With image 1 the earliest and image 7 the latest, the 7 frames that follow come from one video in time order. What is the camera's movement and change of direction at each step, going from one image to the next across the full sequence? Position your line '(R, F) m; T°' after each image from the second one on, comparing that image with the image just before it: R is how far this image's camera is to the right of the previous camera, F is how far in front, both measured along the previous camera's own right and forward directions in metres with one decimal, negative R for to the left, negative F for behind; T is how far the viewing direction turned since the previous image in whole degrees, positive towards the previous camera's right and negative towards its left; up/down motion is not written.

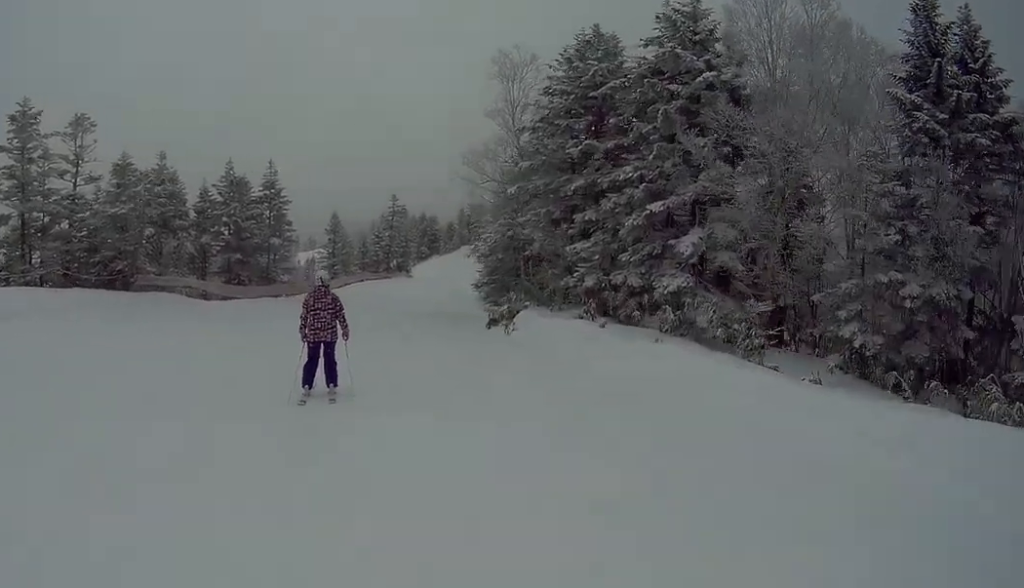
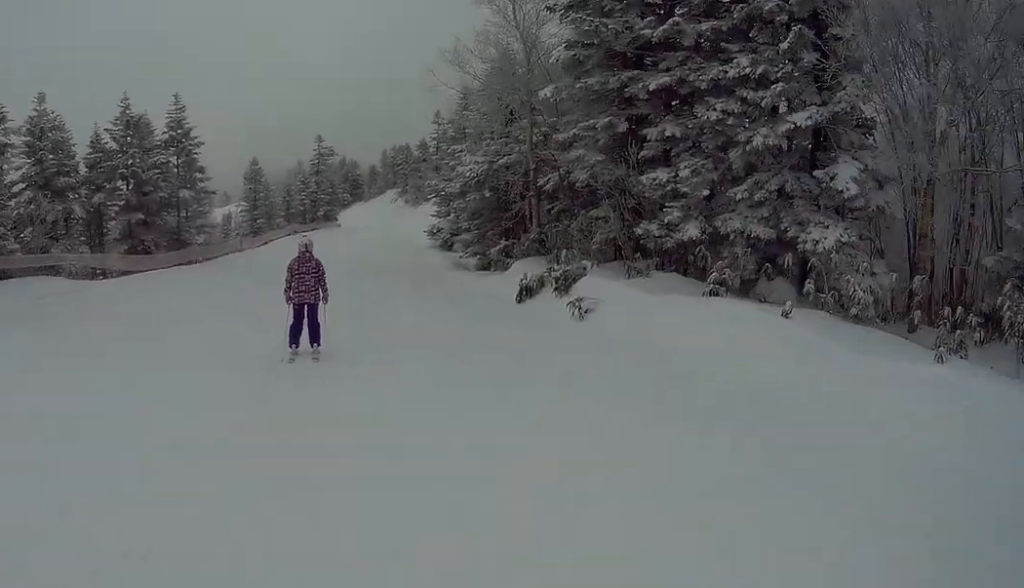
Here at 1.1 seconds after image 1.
(-0.2, +8.6) m; +4°
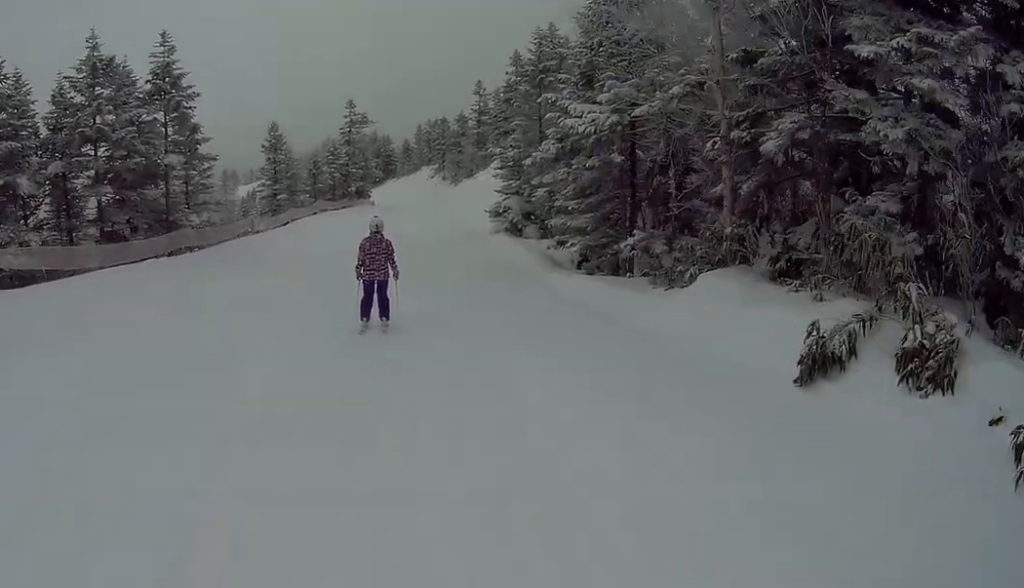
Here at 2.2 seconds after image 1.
(+0.6, +8.9) m; +4°
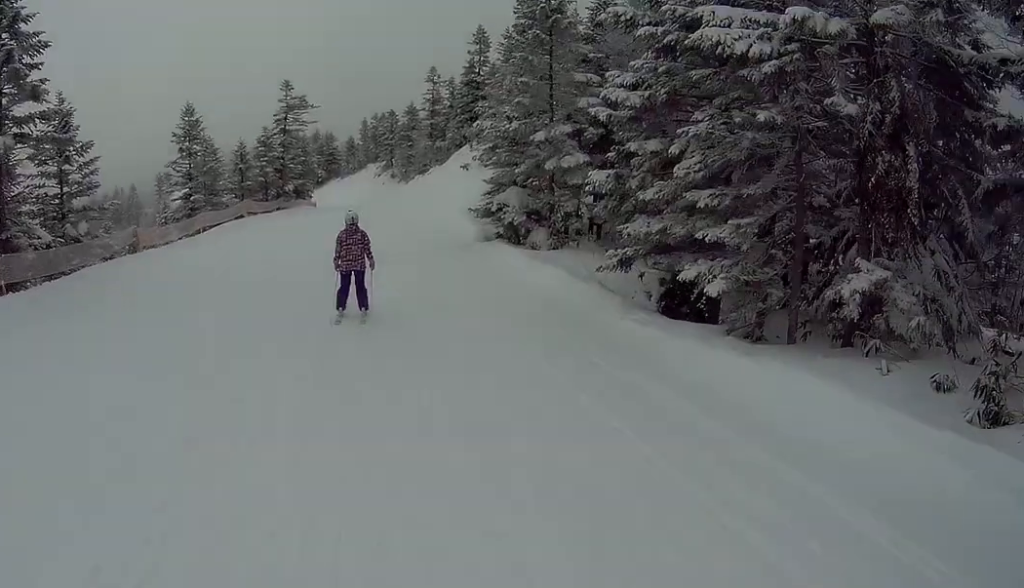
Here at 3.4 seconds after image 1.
(+0.2, +8.8) m; 0°
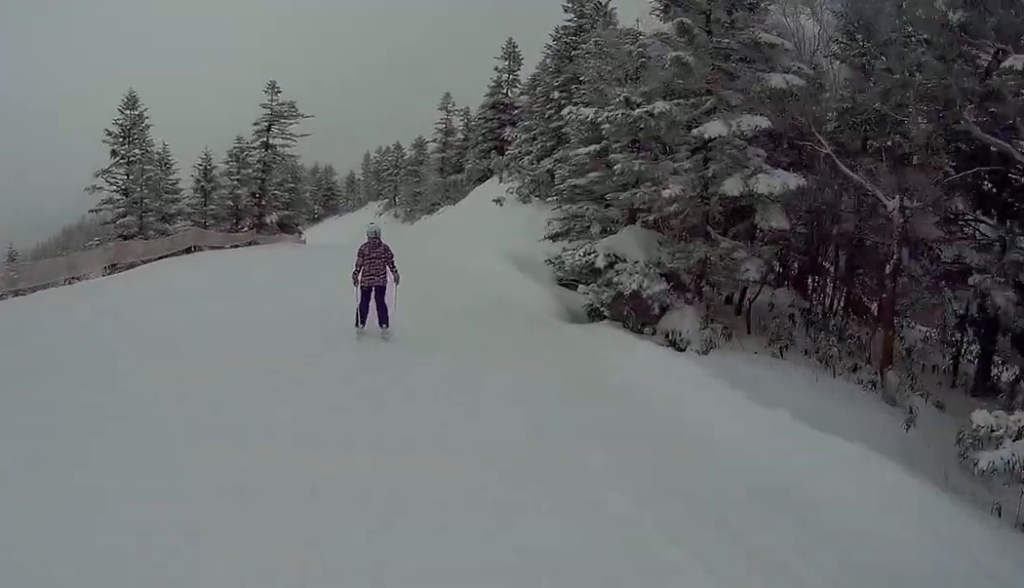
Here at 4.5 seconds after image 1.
(-0.2, +9.1) m; 0°
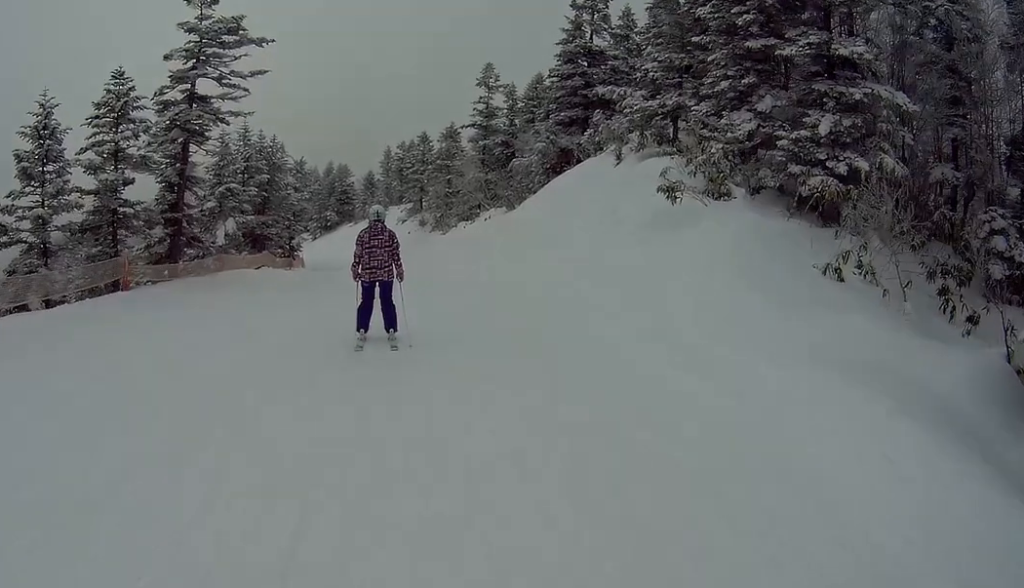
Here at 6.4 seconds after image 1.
(+0.6, +15.7) m; +1°
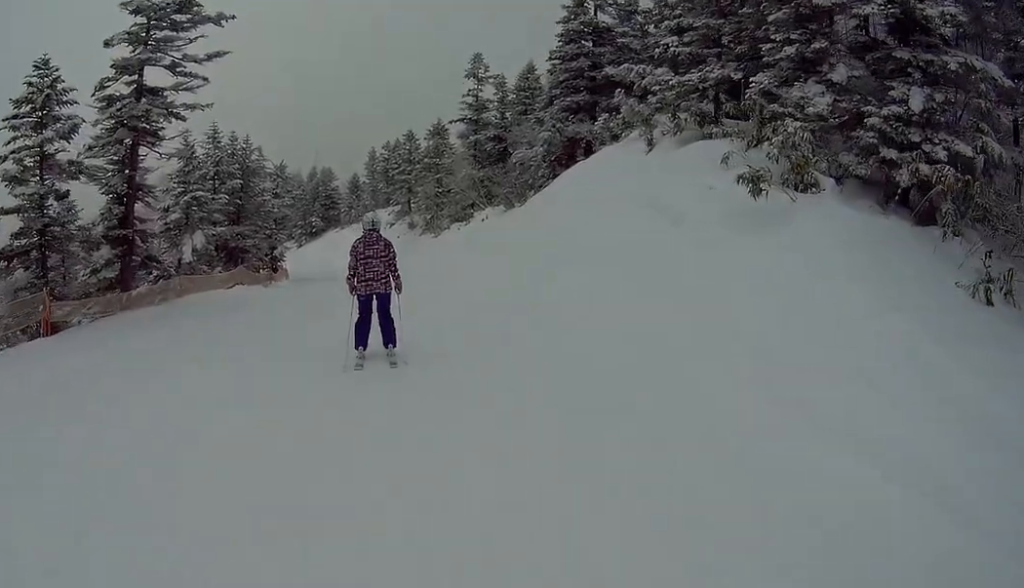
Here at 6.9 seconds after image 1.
(0.0, +3.5) m; 0°
